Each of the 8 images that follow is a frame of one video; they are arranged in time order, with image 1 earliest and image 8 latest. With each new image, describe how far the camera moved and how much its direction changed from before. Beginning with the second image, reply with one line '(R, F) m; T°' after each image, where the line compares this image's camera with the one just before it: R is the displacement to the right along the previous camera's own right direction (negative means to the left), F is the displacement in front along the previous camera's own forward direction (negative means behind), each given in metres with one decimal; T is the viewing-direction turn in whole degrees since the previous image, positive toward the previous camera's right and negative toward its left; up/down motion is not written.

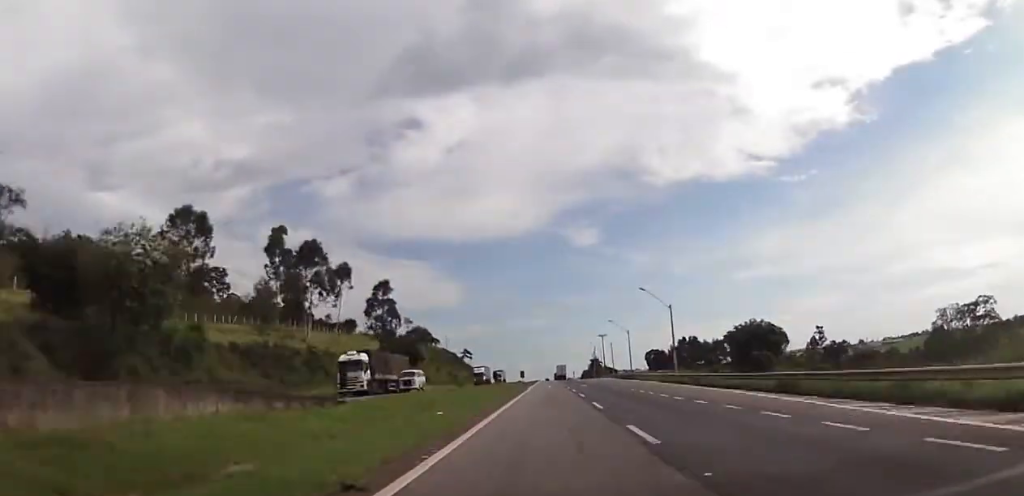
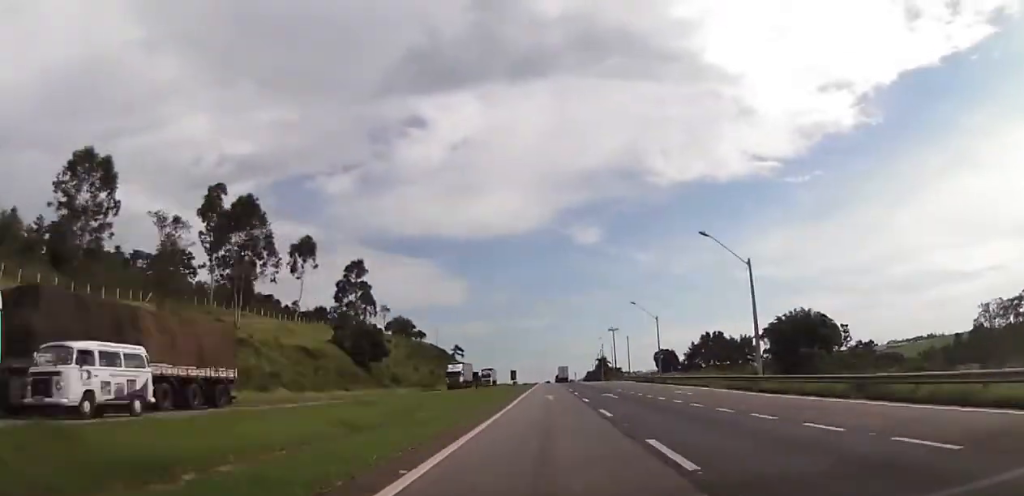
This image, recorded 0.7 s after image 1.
(+0.2, +27.0) m; 0°
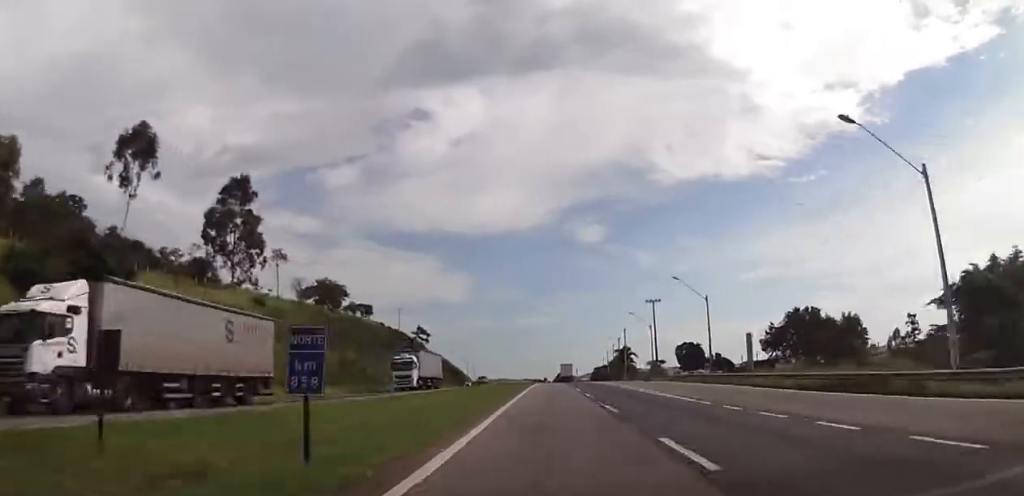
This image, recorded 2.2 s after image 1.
(-0.6, +60.4) m; 0°
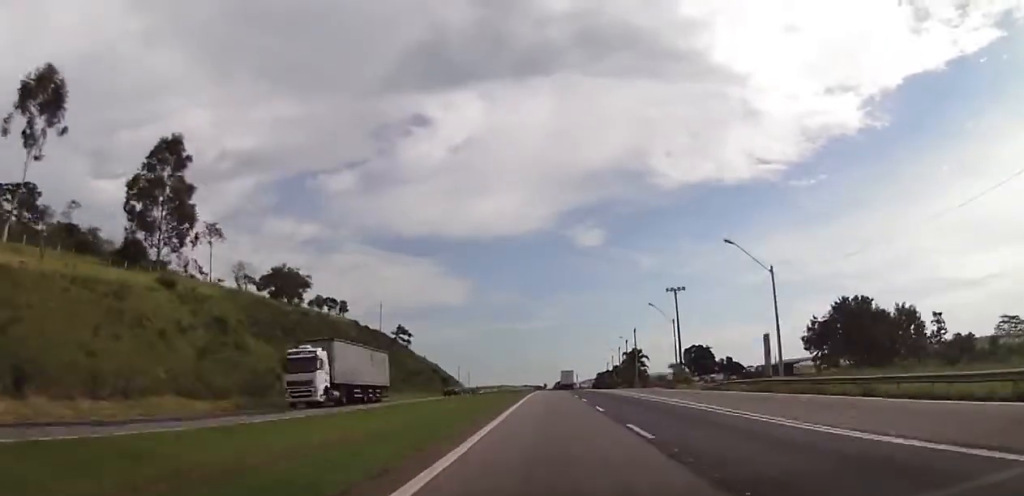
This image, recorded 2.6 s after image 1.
(0.0, +18.7) m; 0°
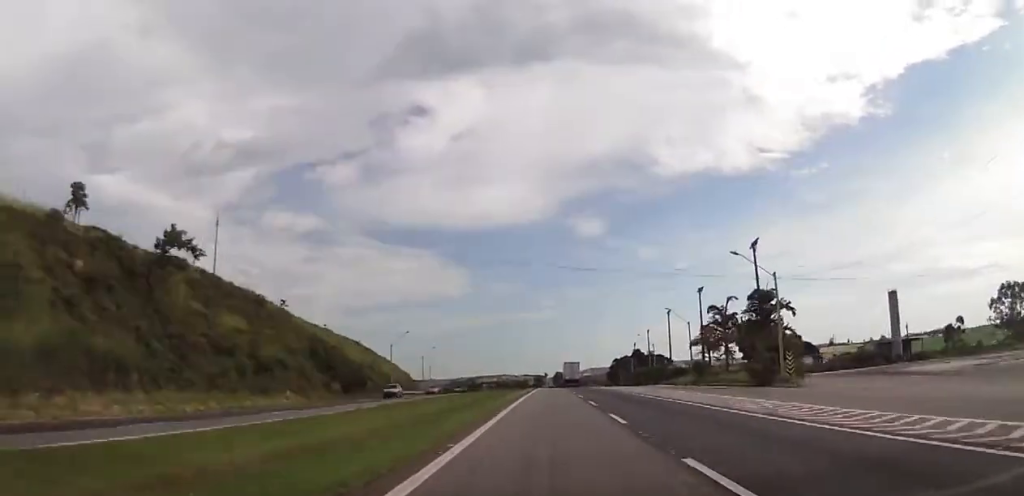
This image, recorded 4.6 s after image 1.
(-0.2, +80.1) m; -1°
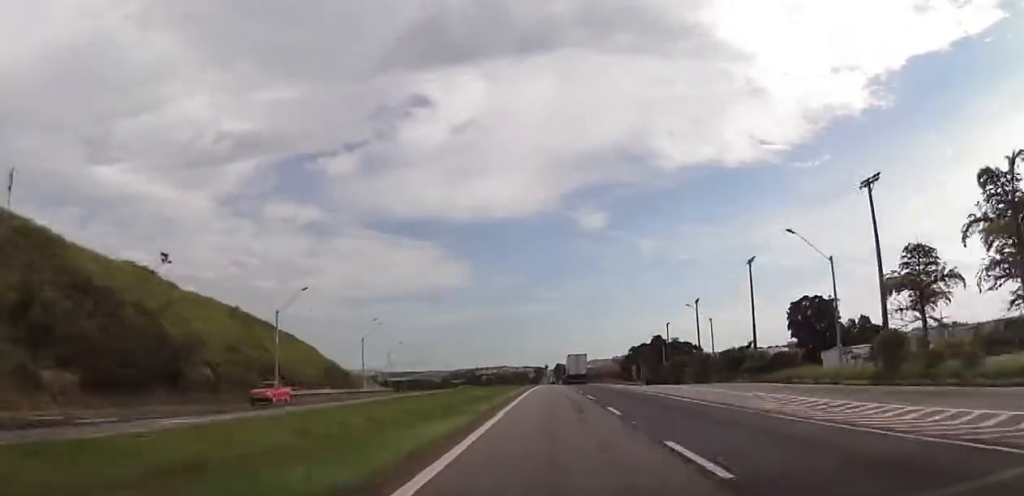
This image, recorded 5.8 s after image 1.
(0.0, +46.5) m; 0°
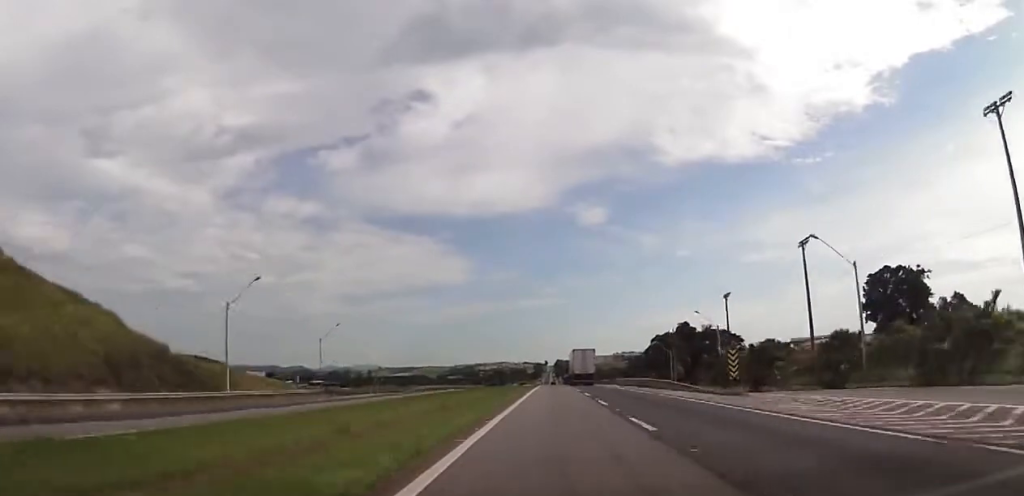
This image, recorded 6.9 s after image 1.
(0.0, +42.3) m; 0°
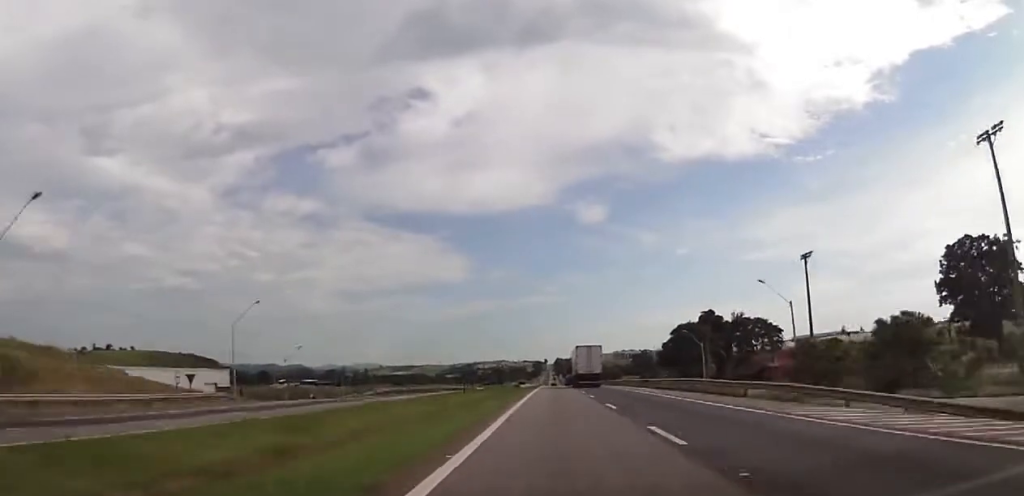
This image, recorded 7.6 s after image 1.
(0.0, +27.5) m; 0°
